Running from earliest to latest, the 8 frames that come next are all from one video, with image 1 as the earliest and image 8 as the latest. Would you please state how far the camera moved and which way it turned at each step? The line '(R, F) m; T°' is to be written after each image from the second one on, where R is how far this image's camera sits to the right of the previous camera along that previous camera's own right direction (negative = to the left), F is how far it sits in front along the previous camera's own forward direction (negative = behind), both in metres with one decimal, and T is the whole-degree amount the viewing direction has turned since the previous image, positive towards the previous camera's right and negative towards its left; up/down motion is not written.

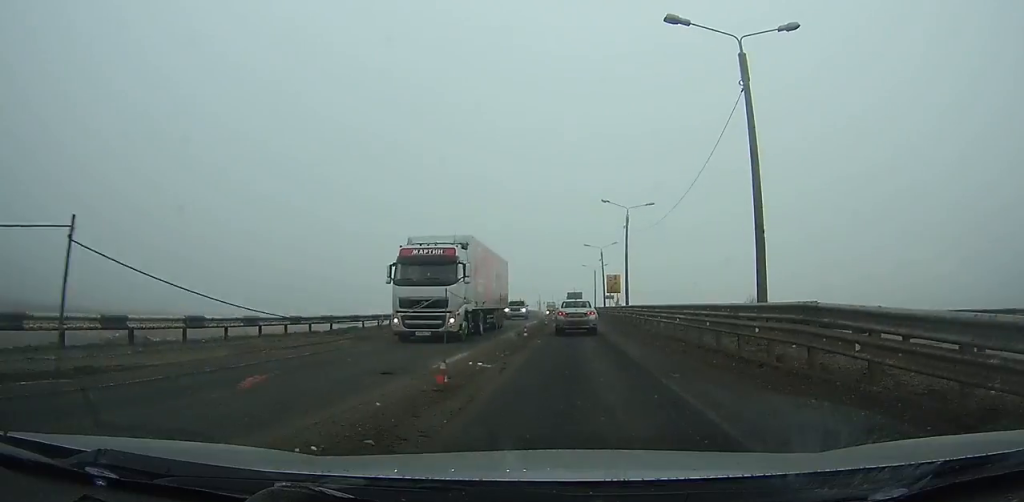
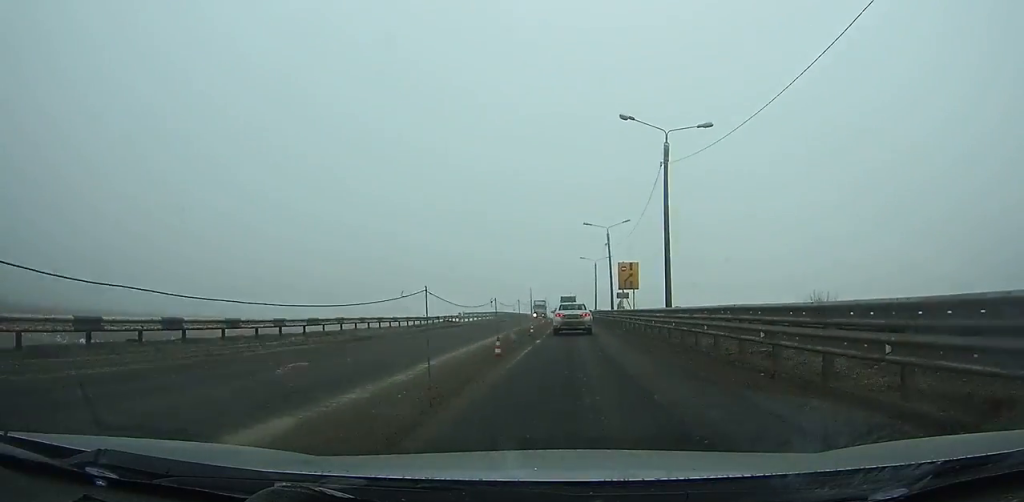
(+0.1, +20.5) m; 0°
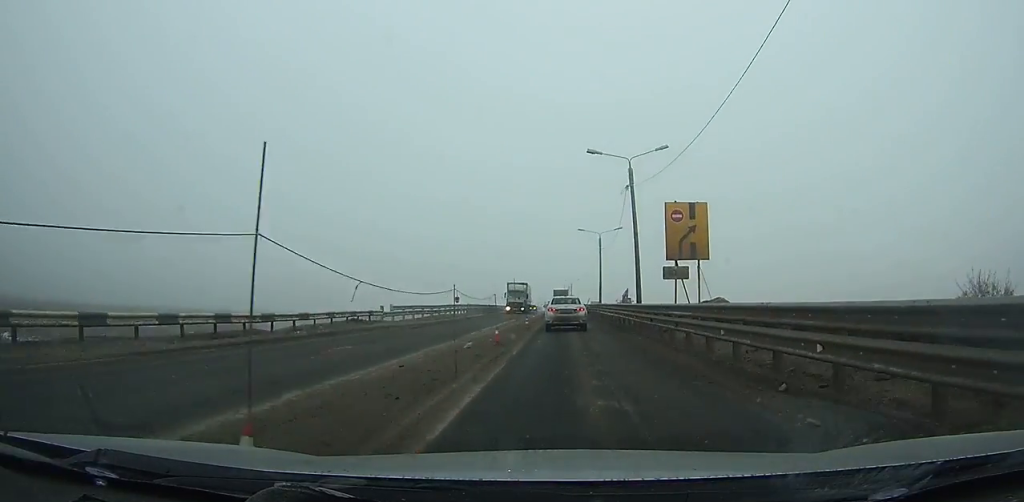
(-0.1, +22.2) m; 0°
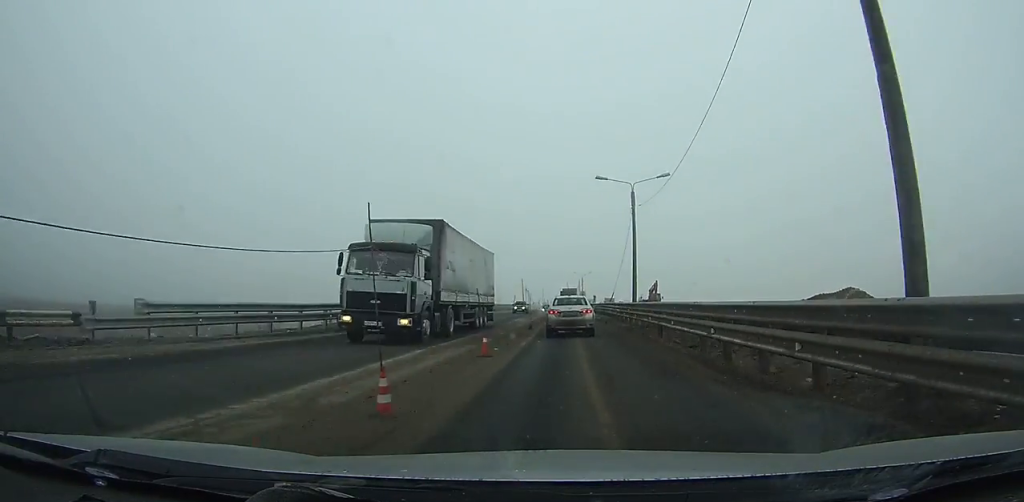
(0.0, +22.0) m; 0°
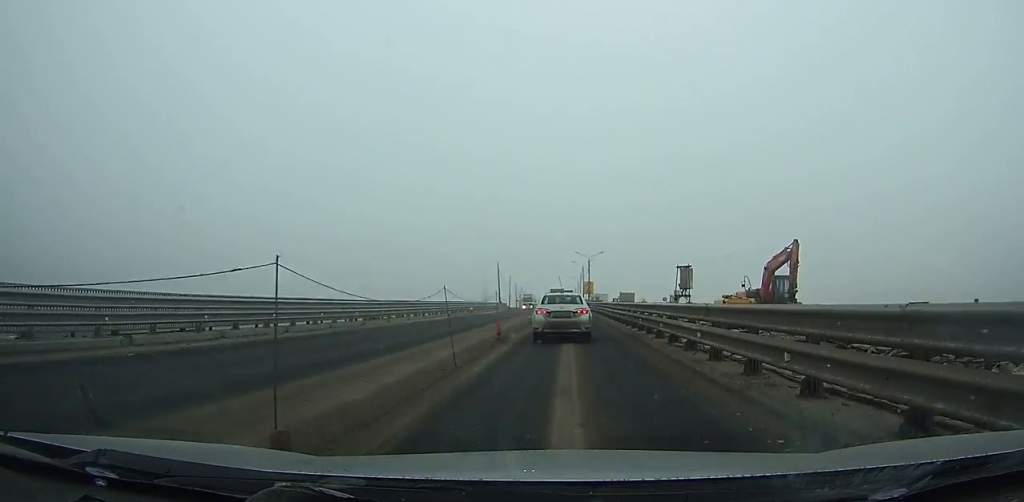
(-0.4, +50.9) m; 0°
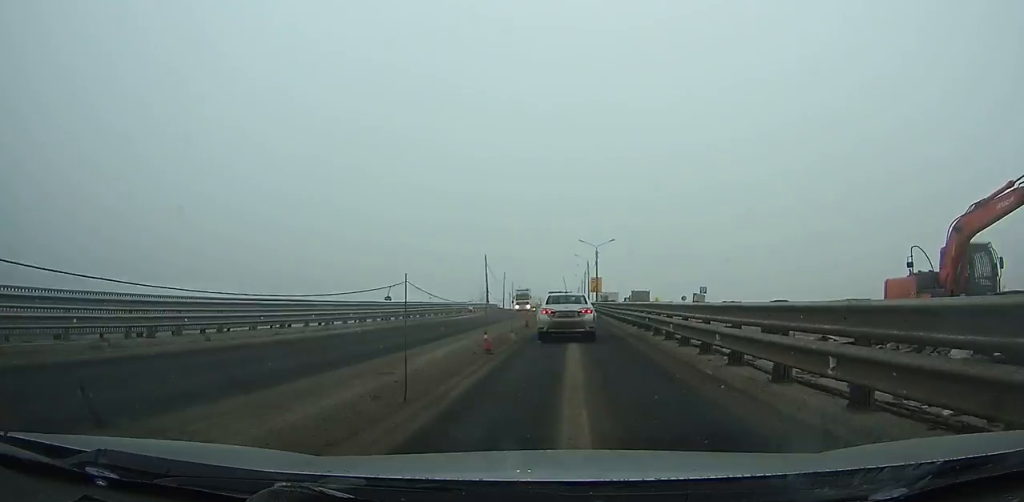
(0.0, +18.3) m; 0°
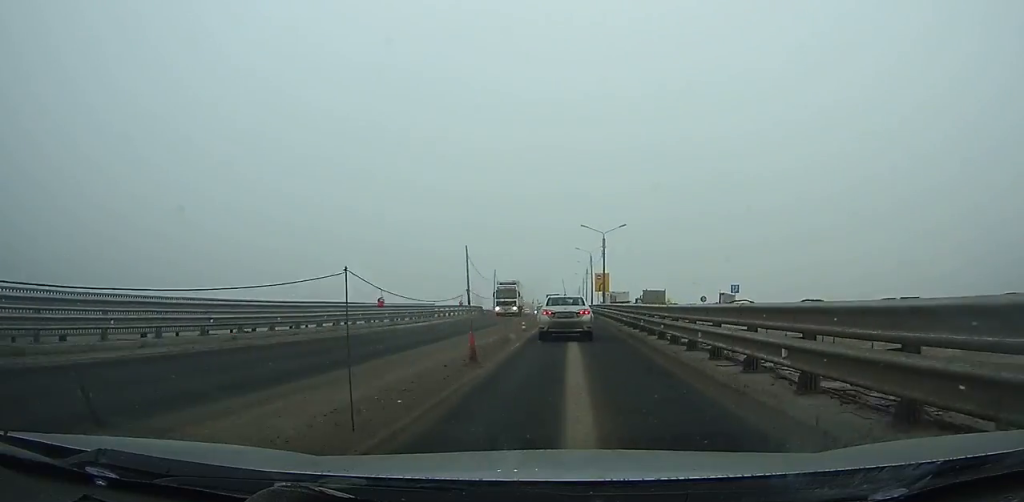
(+0.1, +16.0) m; 0°
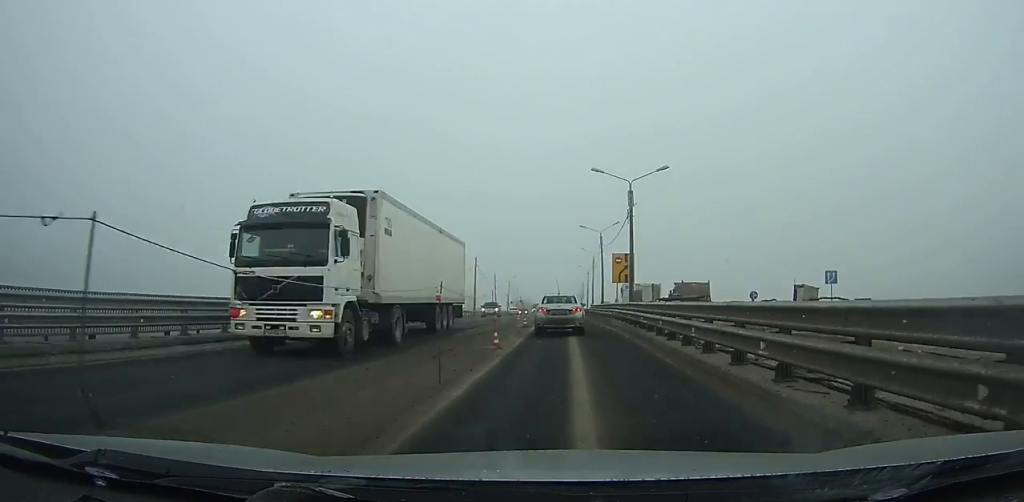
(-0.3, +24.7) m; -1°
